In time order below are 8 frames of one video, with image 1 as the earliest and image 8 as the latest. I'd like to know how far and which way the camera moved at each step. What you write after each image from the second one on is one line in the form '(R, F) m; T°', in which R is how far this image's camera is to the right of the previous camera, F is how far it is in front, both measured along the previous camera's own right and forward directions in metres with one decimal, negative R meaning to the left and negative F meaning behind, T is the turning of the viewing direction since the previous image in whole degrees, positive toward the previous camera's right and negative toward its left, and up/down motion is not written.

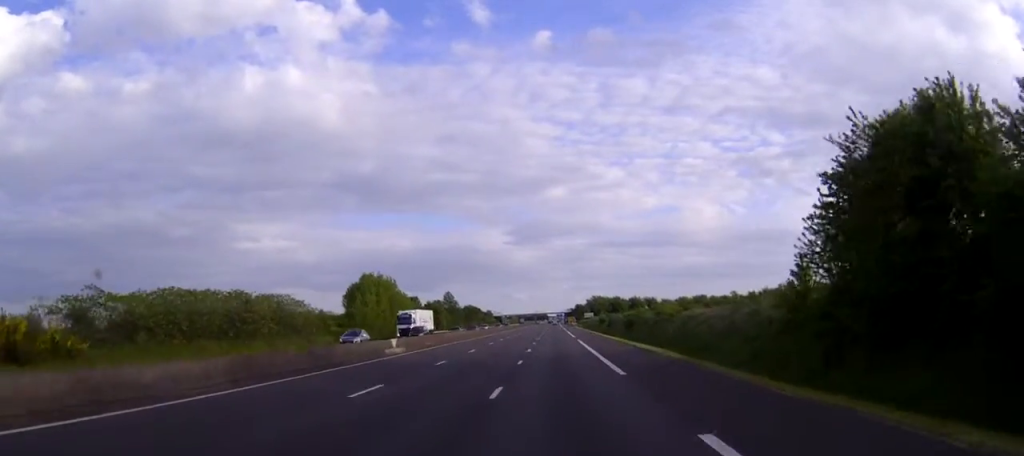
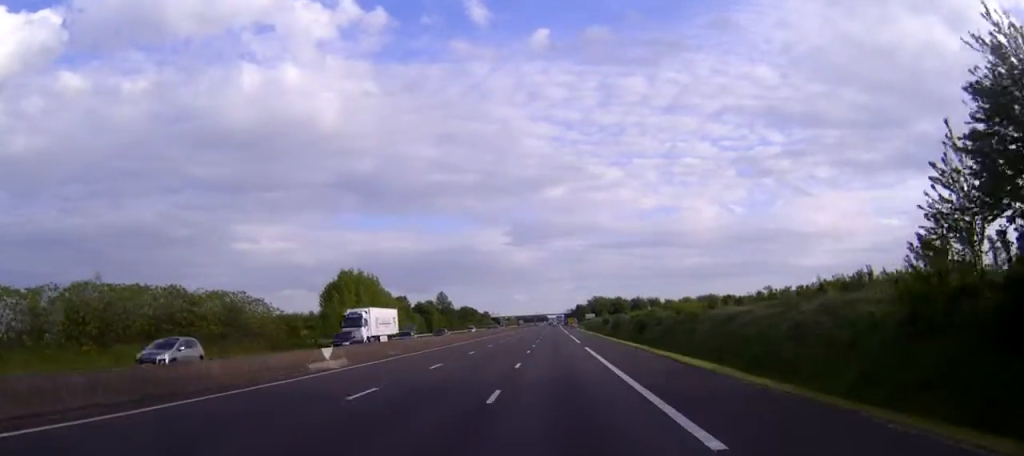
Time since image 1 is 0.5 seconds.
(0.0, +13.7) m; 0°
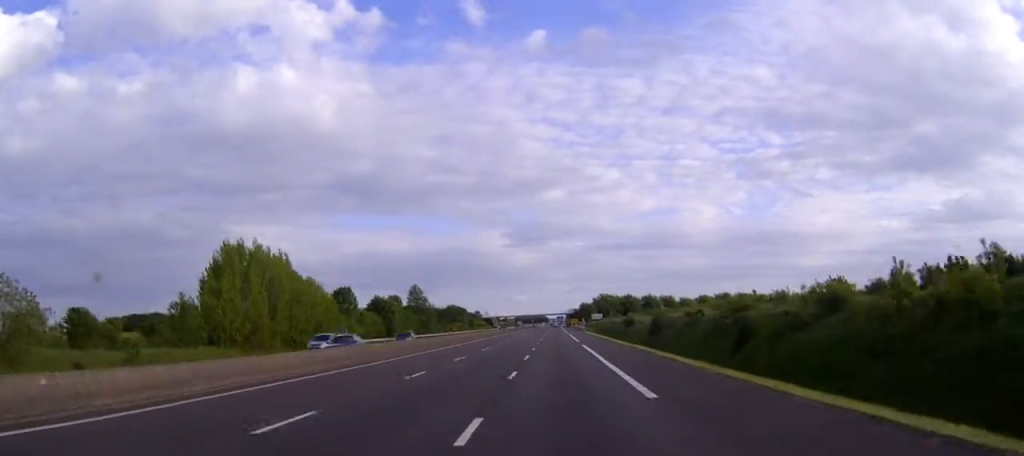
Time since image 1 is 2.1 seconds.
(+0.1, +44.5) m; 0°
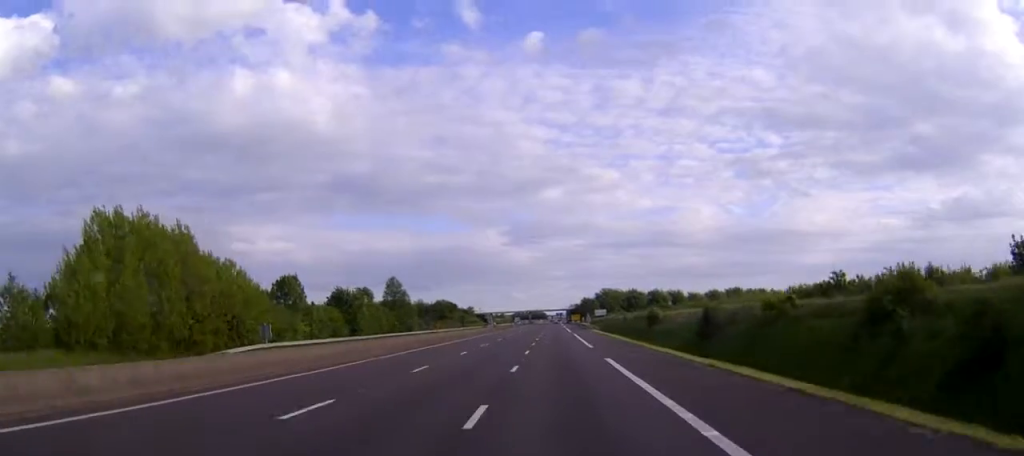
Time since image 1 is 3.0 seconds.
(0.0, +24.6) m; 0°
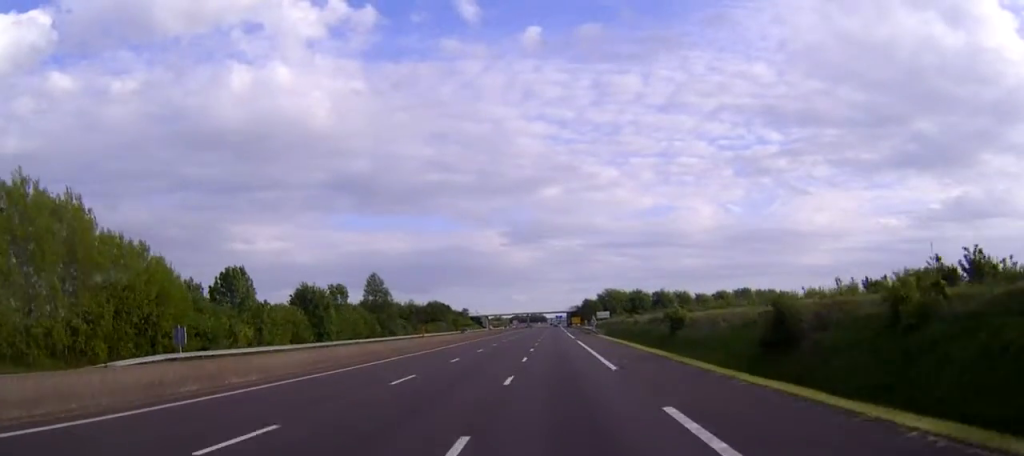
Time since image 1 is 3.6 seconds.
(0.0, +16.5) m; 0°
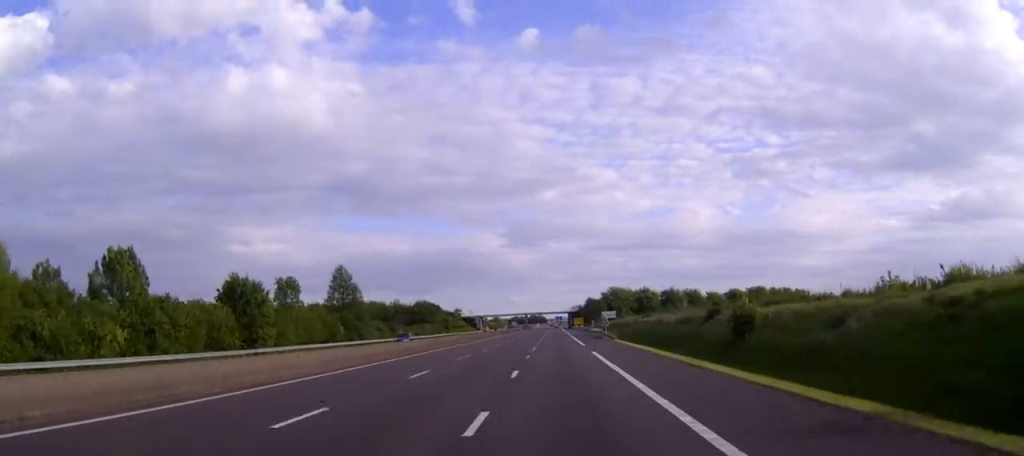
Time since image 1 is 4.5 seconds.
(0.0, +22.8) m; 0°
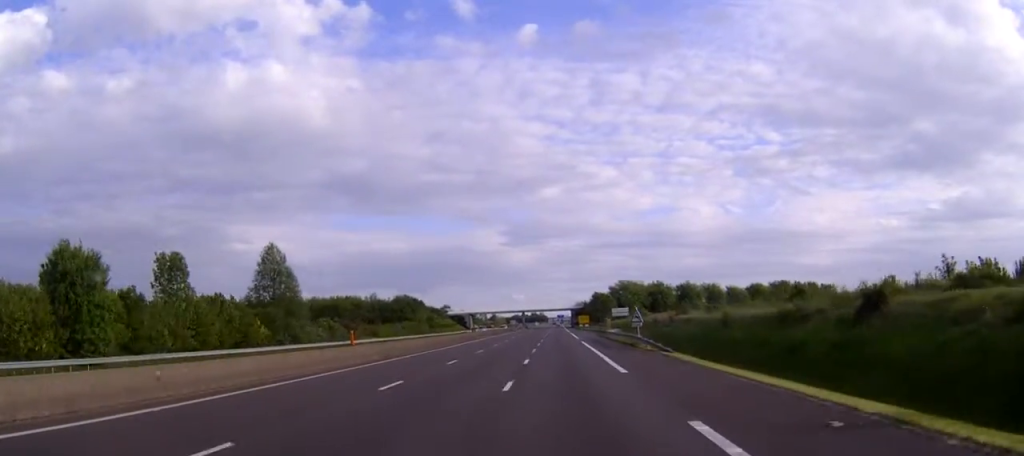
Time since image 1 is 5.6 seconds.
(0.0, +31.1) m; 0°
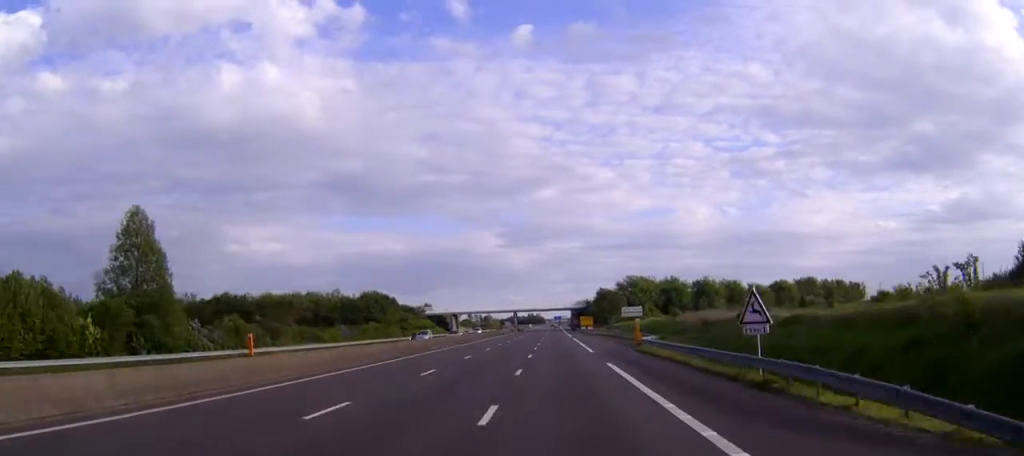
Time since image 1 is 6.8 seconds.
(0.0, +32.0) m; 0°
